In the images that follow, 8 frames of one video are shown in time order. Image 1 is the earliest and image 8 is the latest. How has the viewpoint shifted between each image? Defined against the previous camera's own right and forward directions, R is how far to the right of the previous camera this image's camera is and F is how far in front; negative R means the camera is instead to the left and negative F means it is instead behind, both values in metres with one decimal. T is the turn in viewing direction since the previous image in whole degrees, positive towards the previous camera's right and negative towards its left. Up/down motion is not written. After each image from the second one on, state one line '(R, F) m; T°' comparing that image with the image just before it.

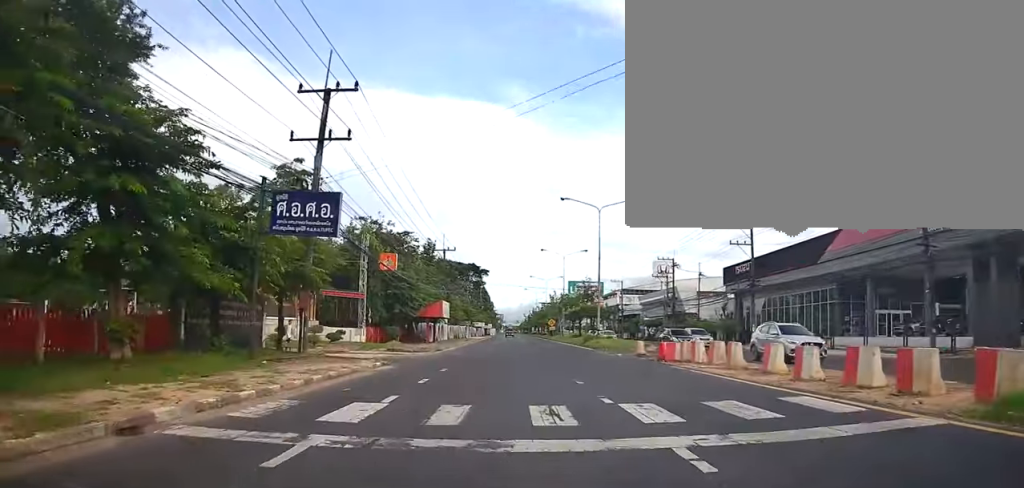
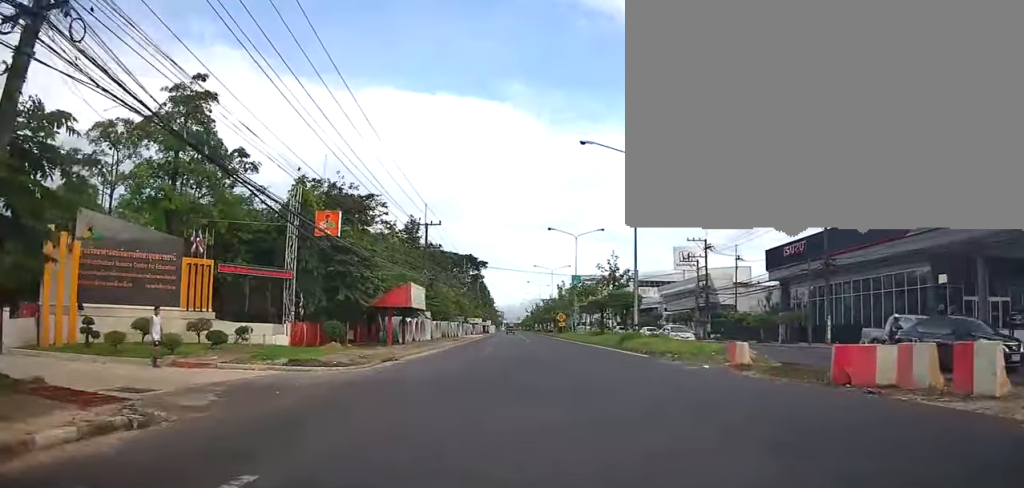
(+0.6, +14.5) m; 0°
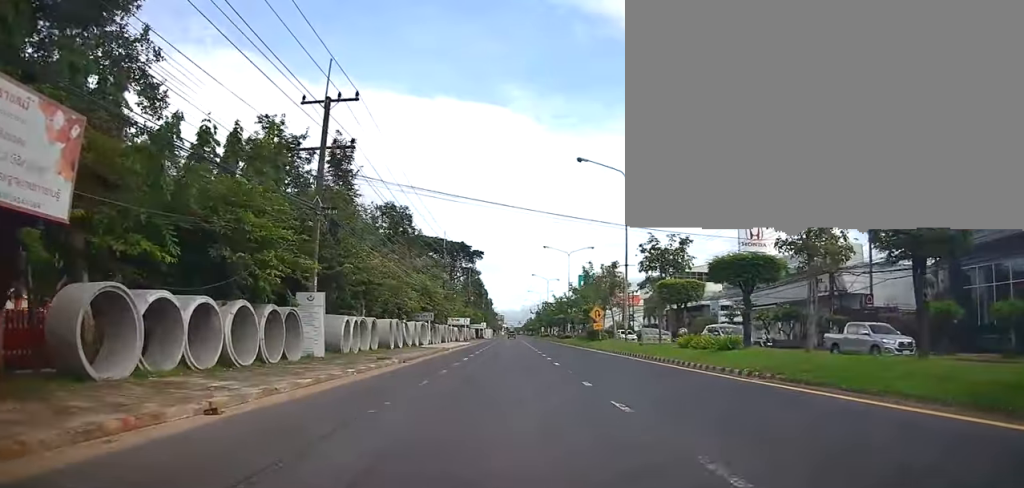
(-0.1, +29.2) m; 0°
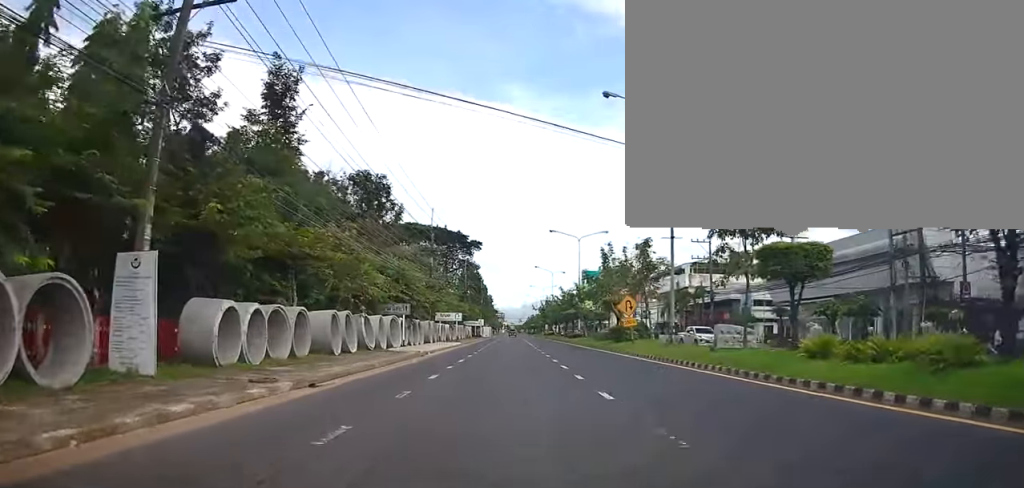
(-0.4, +10.9) m; 0°
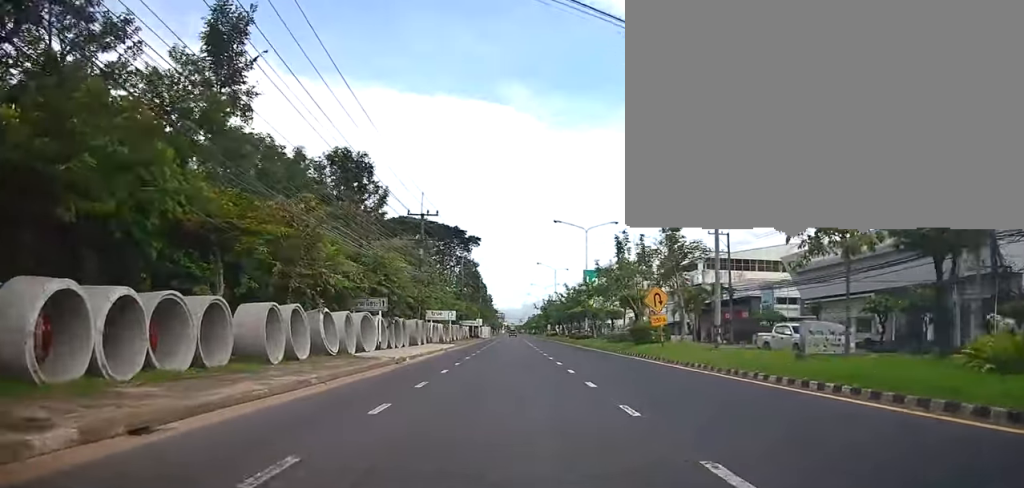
(-0.2, +6.2) m; 0°
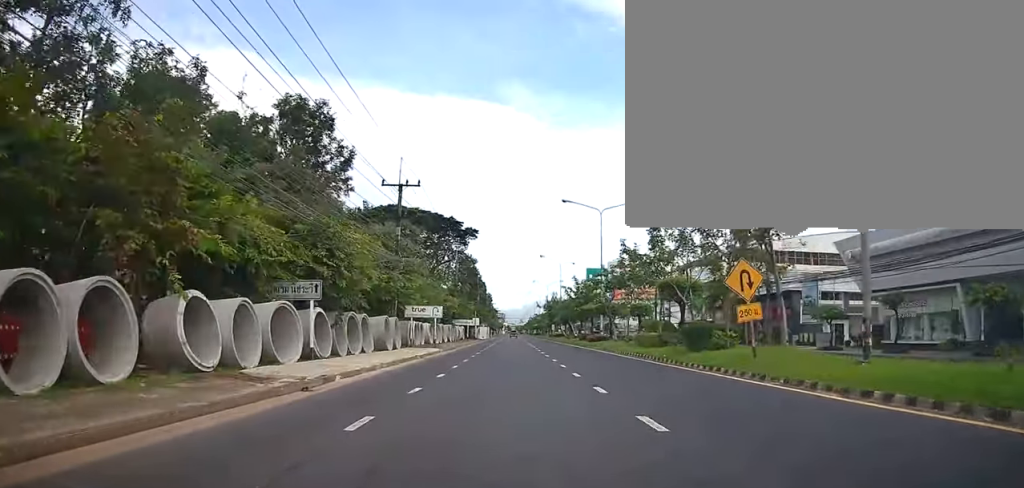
(+0.5, +9.7) m; 0°
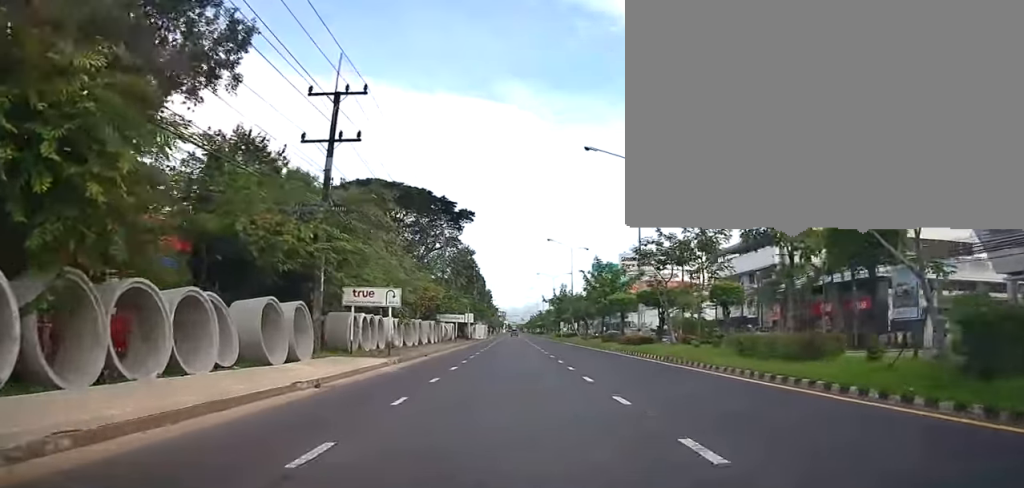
(-0.4, +14.6) m; 0°
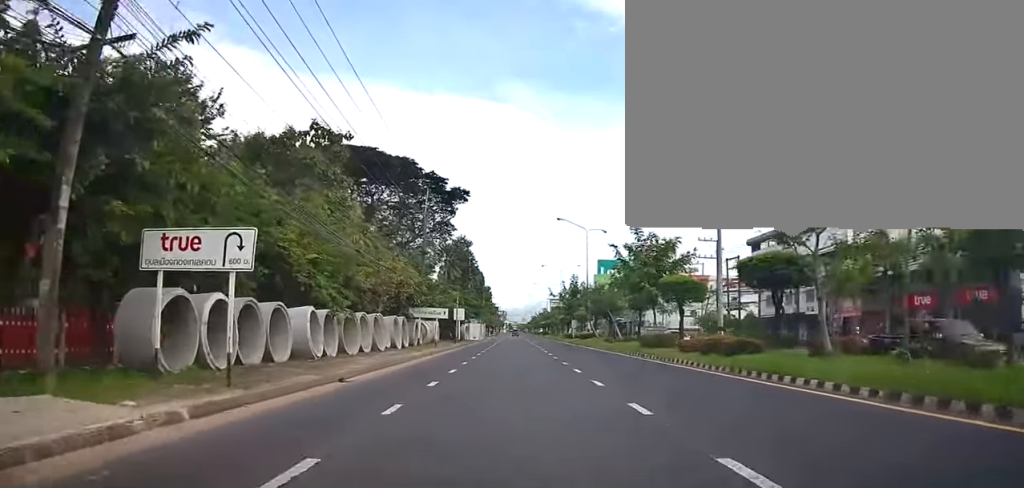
(+0.5, +13.7) m; 0°
